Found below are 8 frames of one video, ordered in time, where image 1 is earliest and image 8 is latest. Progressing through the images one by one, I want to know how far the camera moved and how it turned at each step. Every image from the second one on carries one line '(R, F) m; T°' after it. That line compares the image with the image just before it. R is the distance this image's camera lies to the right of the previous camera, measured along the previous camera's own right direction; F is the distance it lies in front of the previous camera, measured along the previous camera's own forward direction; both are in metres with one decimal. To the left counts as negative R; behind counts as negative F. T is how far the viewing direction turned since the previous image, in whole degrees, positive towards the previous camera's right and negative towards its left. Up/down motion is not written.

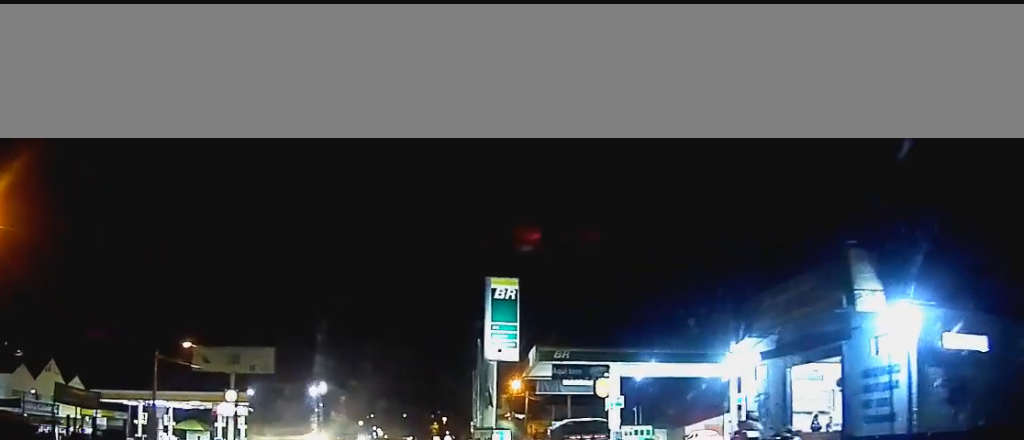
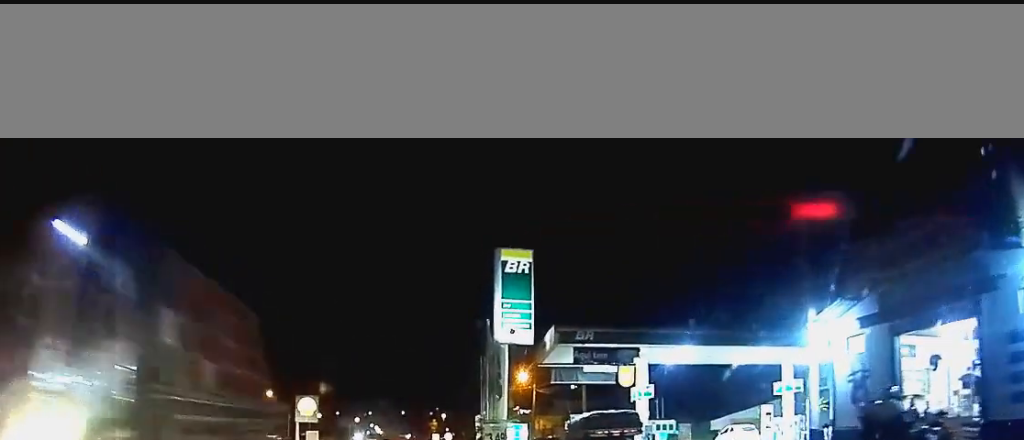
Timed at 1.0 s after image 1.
(0.0, +6.6) m; 0°
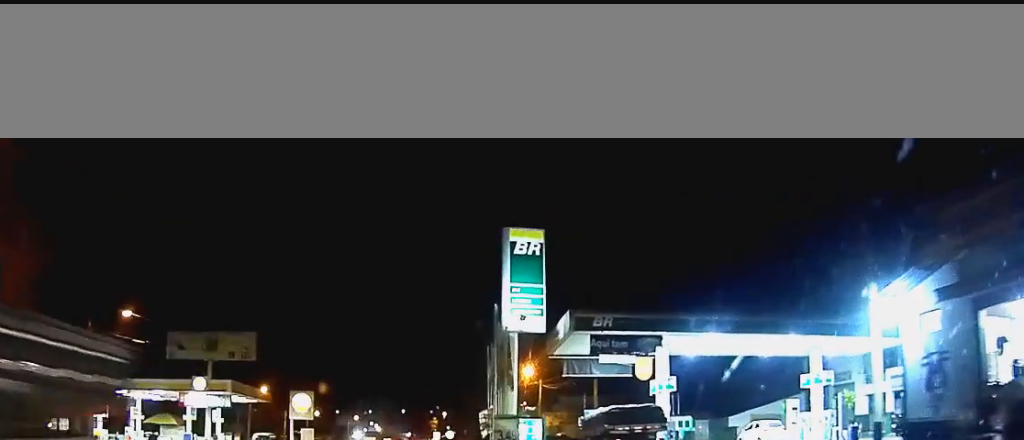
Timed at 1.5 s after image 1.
(0.0, +3.6) m; 0°
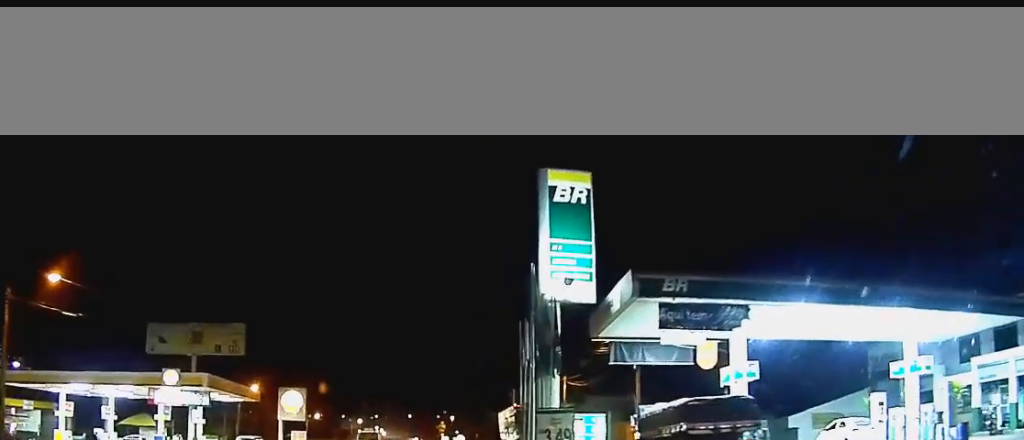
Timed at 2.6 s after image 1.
(0.0, +9.1) m; 0°
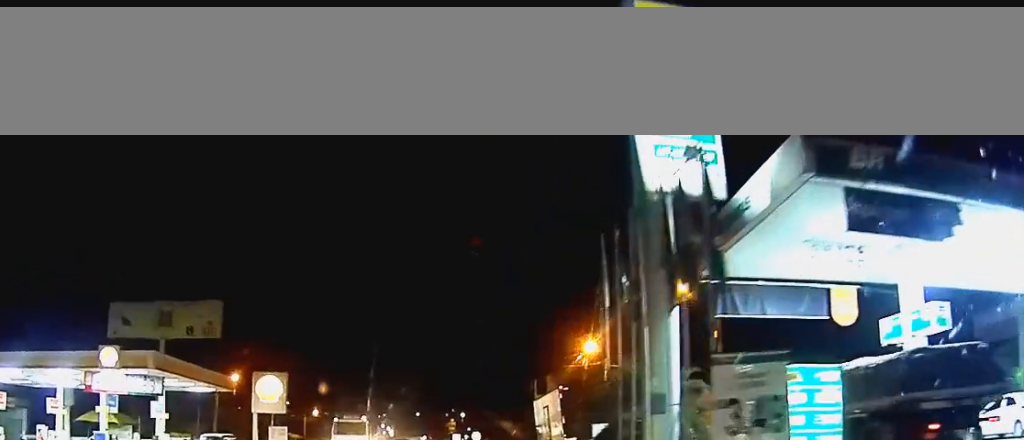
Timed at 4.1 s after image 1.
(0.0, +11.9) m; 0°
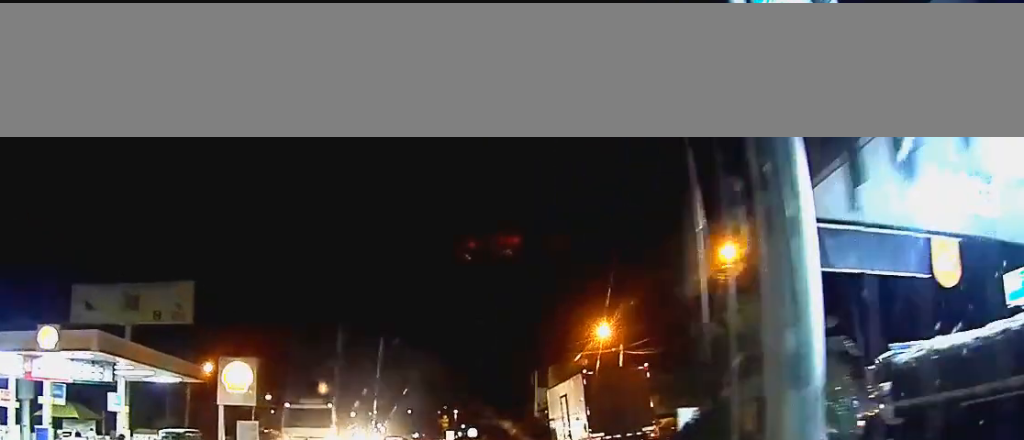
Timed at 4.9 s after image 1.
(0.0, +6.1) m; 0°
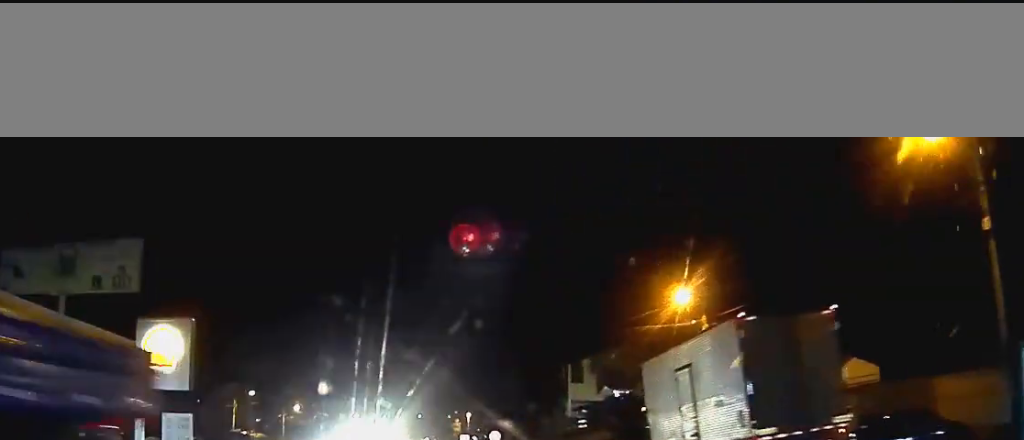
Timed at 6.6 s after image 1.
(0.0, +13.1) m; 0°
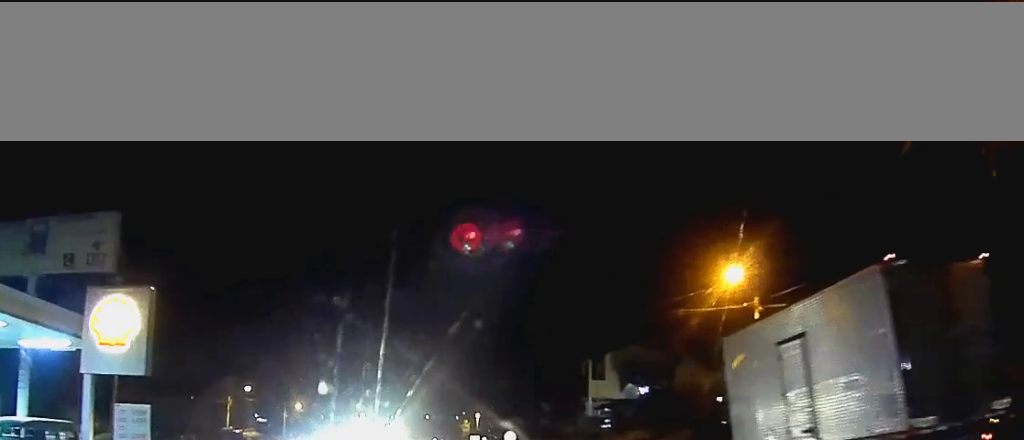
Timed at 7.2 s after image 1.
(0.0, +5.2) m; 0°
